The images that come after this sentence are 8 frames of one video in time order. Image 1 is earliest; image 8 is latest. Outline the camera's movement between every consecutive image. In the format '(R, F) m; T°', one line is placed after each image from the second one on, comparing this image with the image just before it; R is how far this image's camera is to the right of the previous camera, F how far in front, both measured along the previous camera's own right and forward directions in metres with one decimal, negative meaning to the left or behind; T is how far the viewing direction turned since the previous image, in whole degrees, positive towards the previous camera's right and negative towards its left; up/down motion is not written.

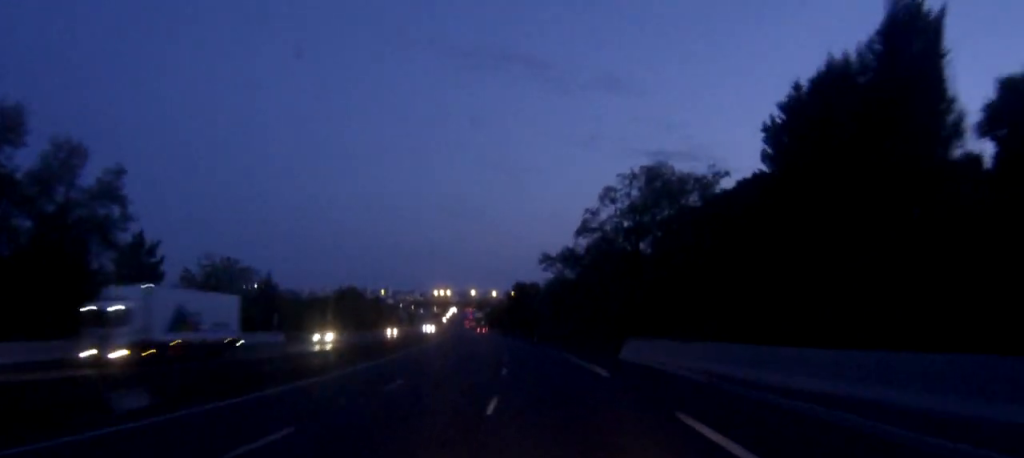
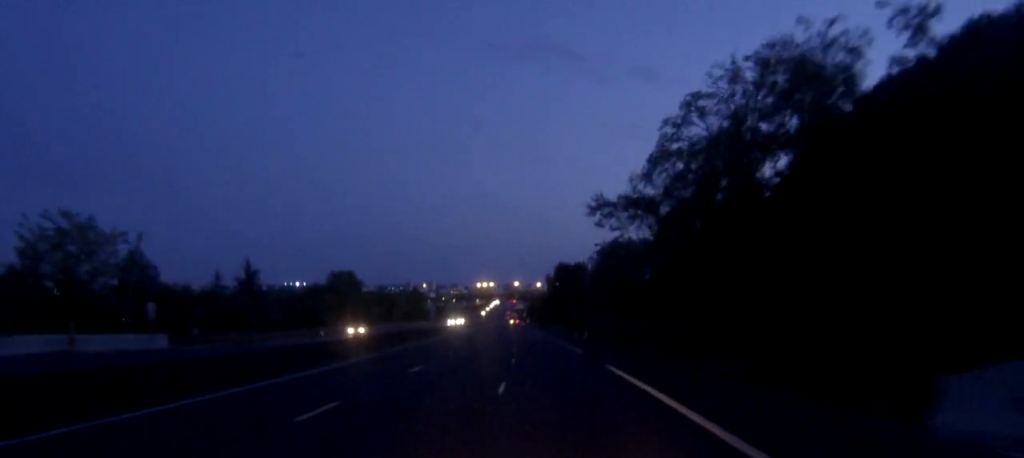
(-1.3, +40.2) m; -3°
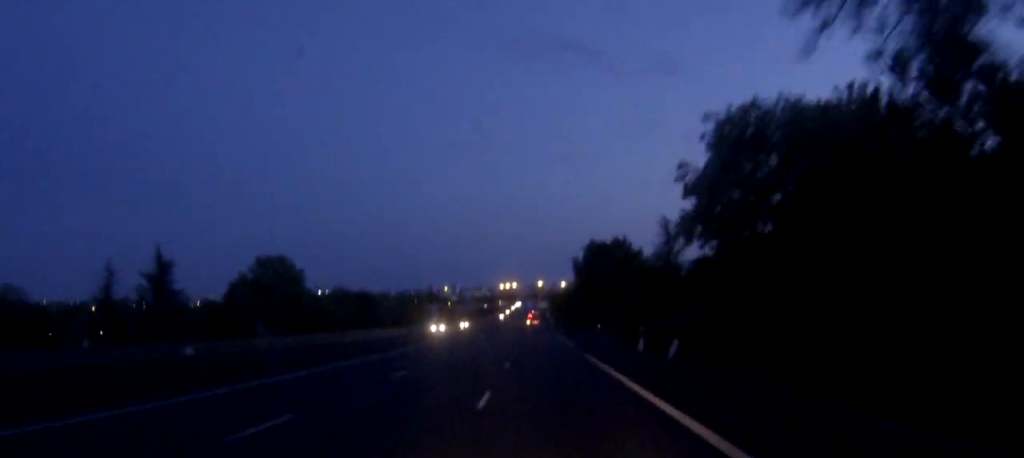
(-0.9, +50.0) m; -2°
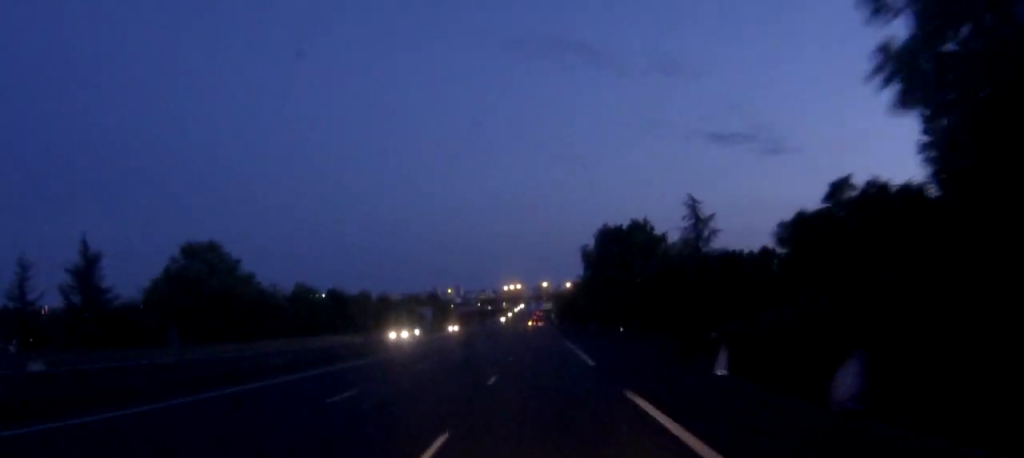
(0.0, +22.0) m; -1°
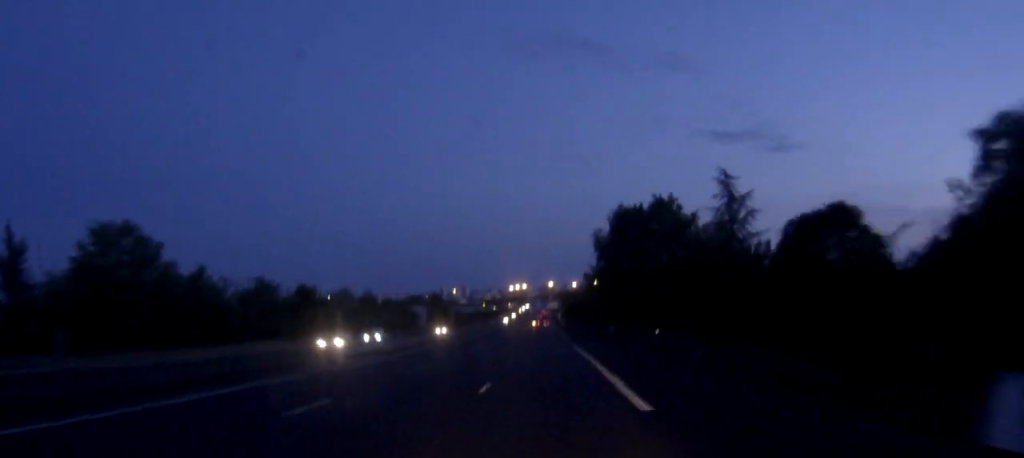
(-0.2, +17.0) m; 0°
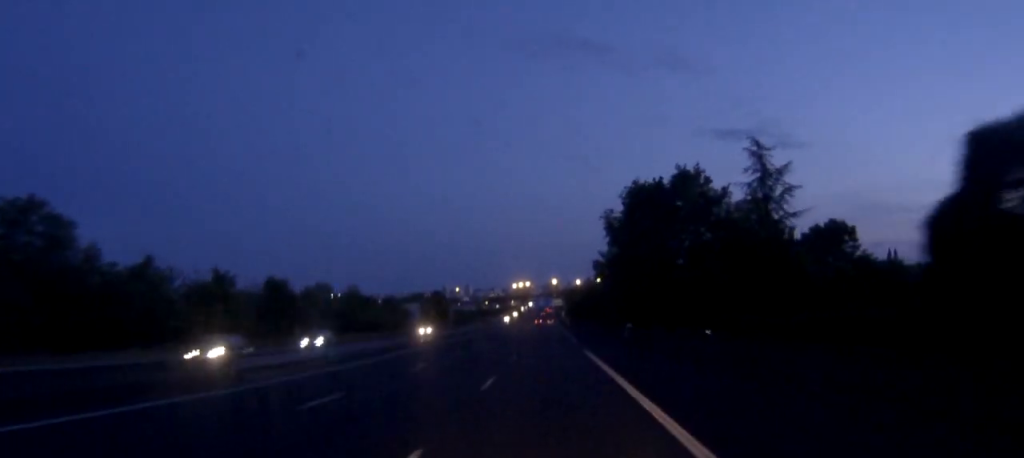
(-0.1, +12.9) m; 0°
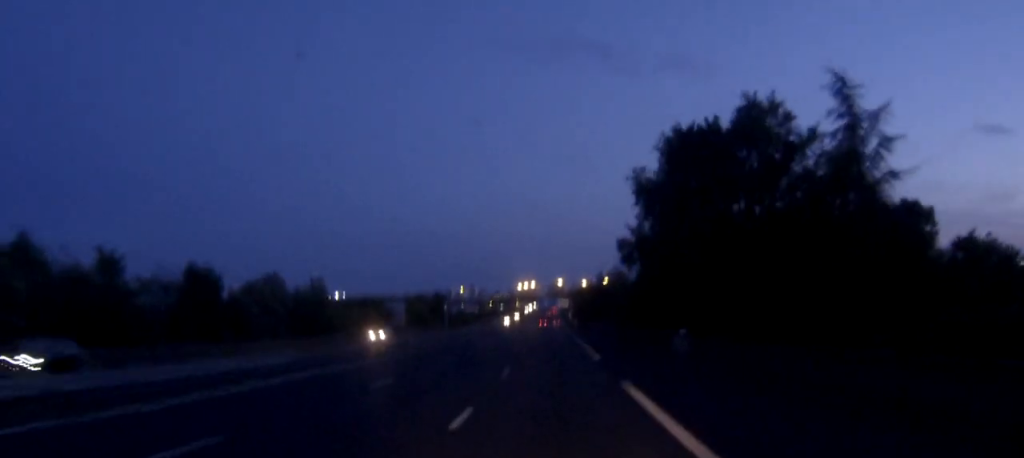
(-0.1, +21.2) m; 0°
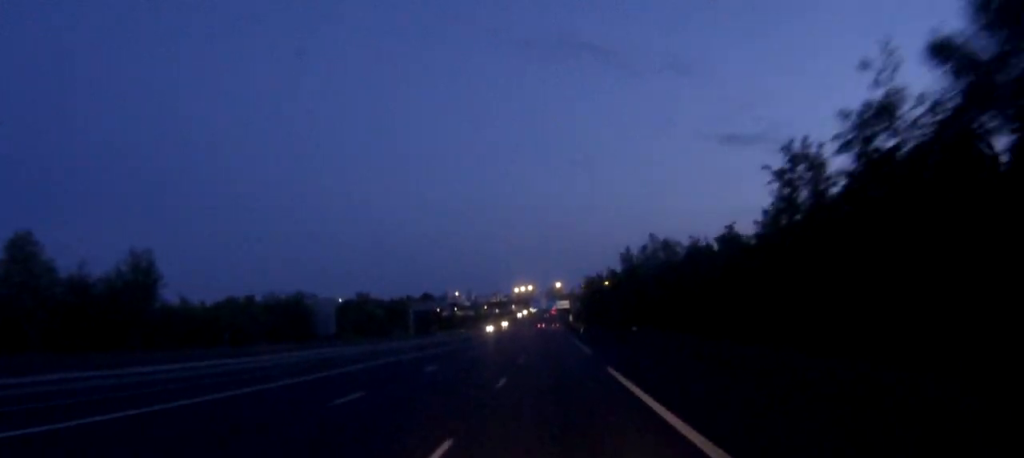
(+0.3, +44.0) m; 0°
